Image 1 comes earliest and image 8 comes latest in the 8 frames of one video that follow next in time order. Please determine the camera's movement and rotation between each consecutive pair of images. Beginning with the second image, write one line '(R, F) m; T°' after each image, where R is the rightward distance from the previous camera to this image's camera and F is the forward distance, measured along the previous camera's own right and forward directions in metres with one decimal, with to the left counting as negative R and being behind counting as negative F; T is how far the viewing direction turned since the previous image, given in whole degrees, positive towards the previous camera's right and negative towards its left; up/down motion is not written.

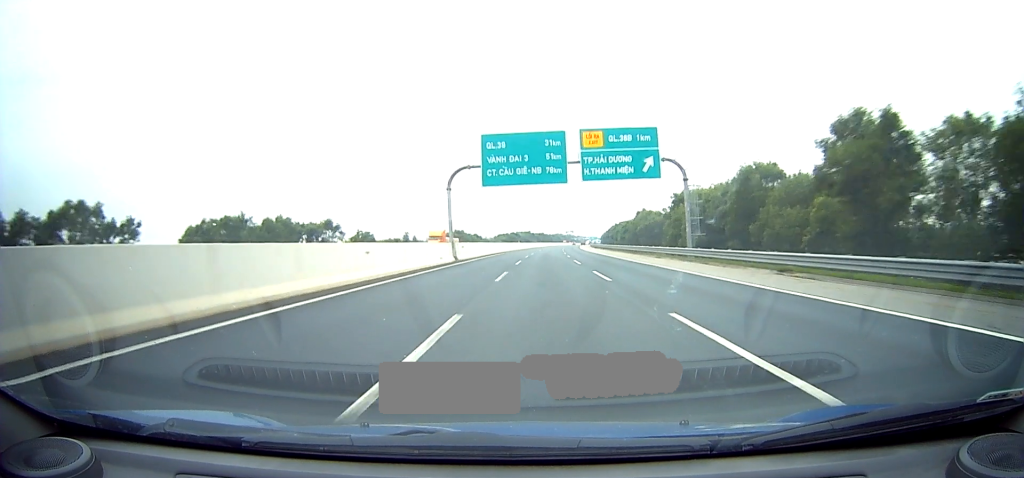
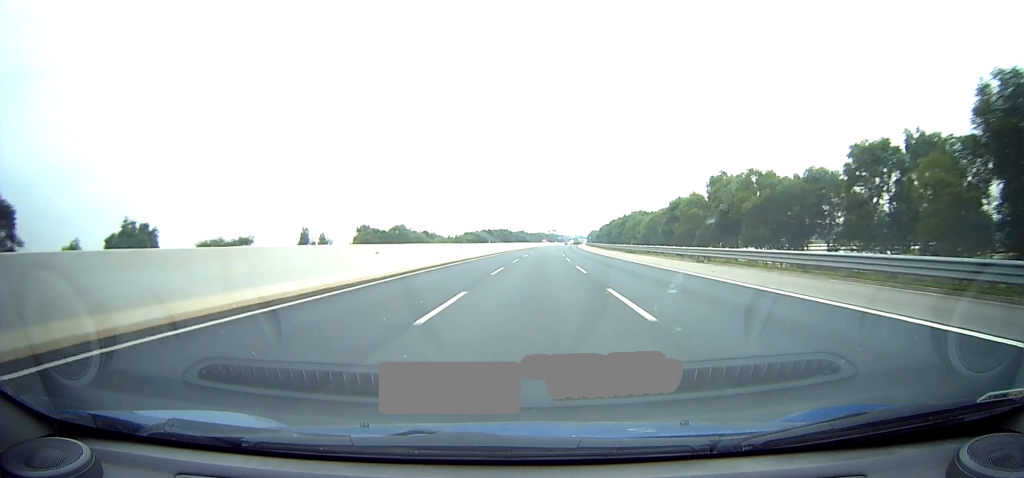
(+0.4, +68.8) m; 0°
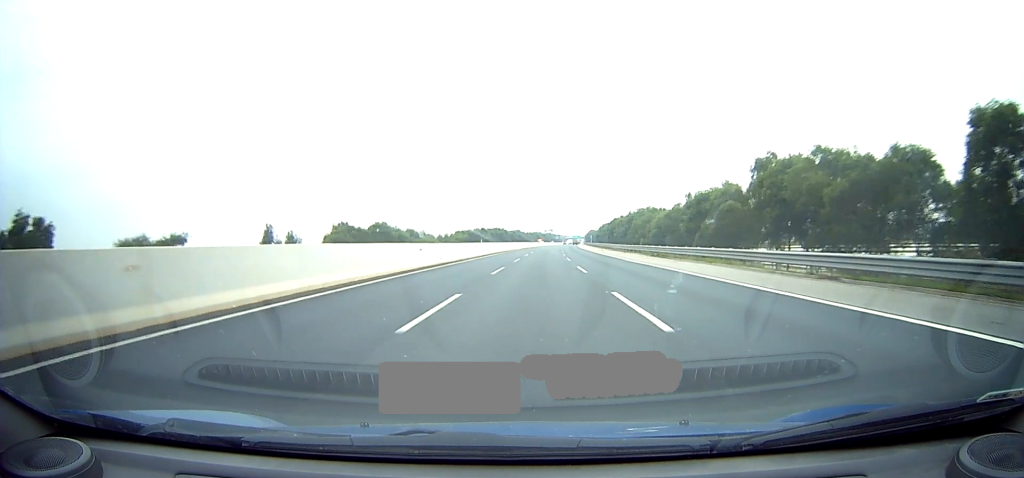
(0.0, +14.8) m; +2°
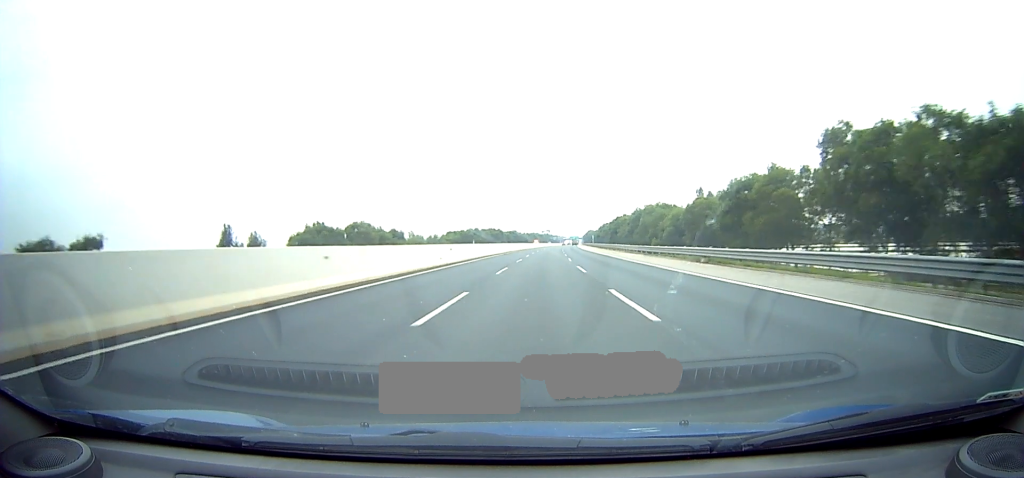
(-0.5, +13.6) m; +2°
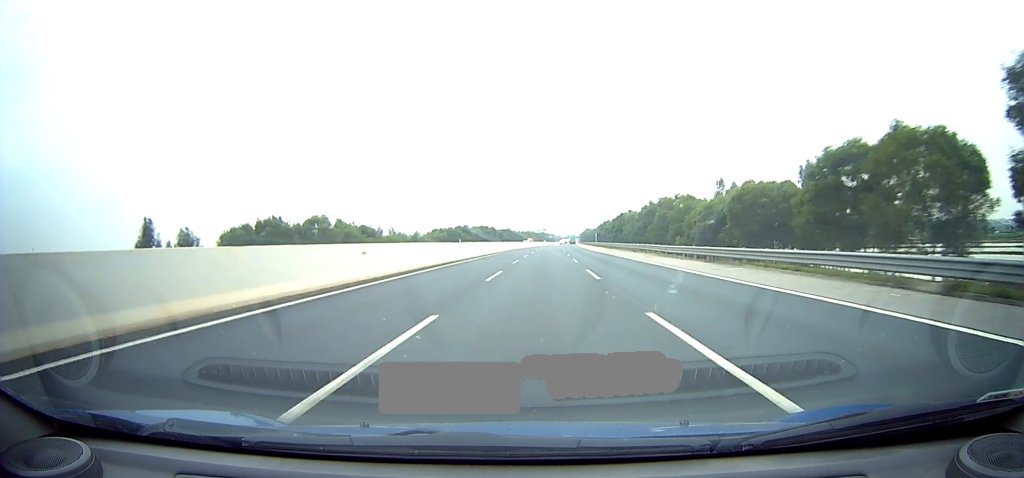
(+1.3, +19.3) m; +2°
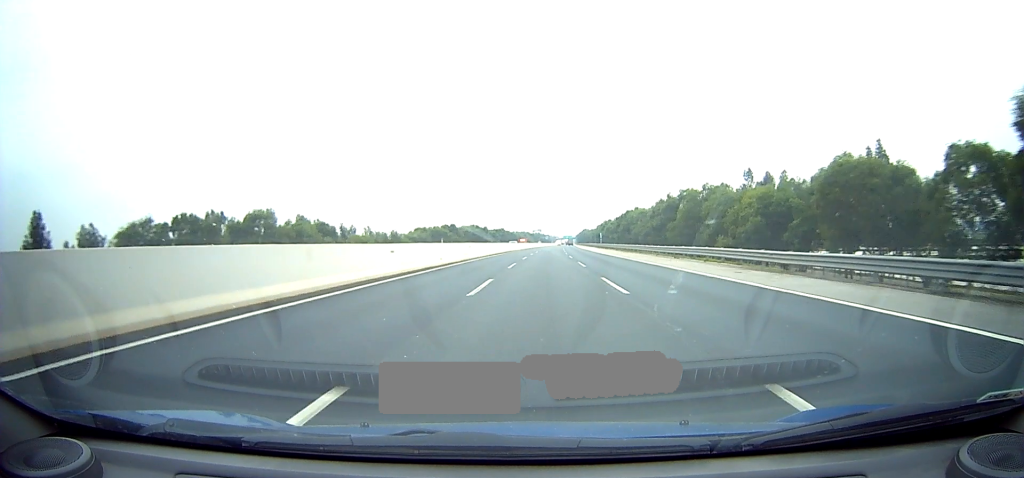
(+0.3, +19.0) m; 0°
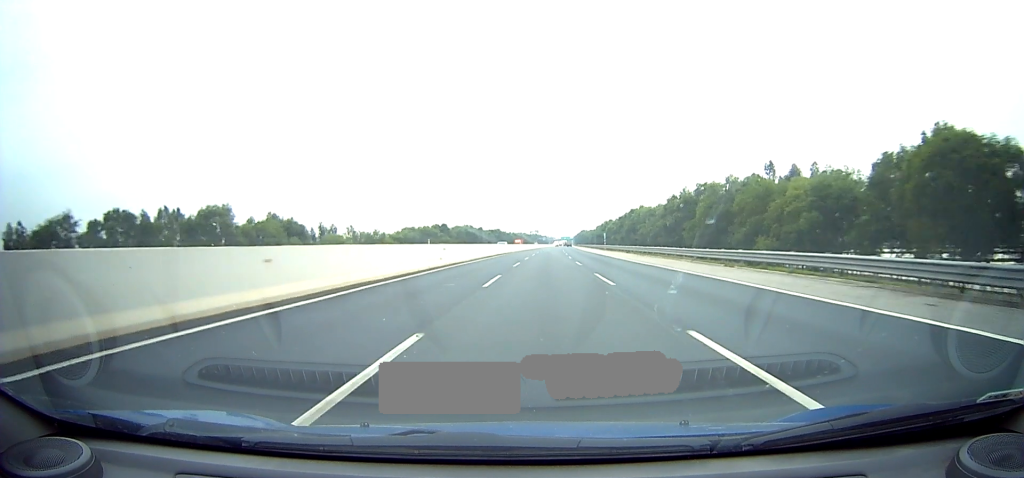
(-0.2, +11.0) m; -1°
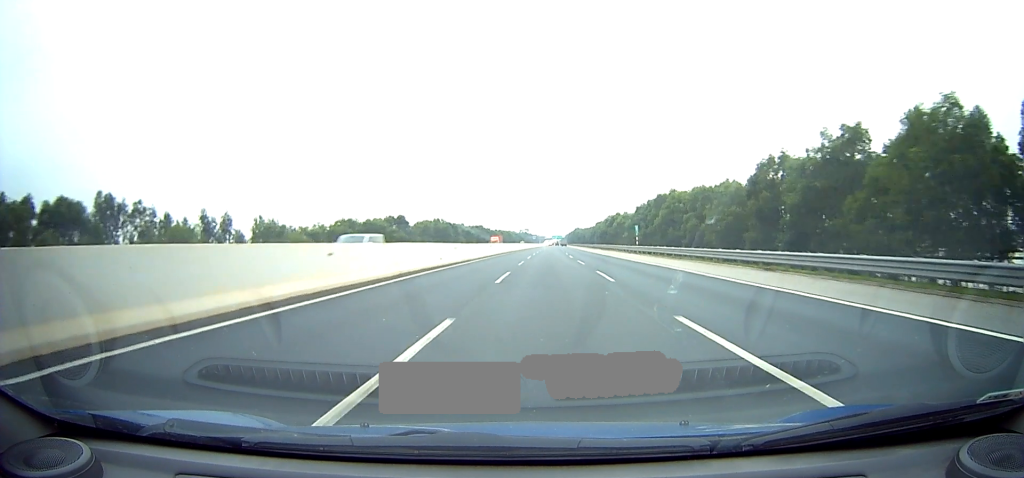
(0.0, +41.8) m; +2°
